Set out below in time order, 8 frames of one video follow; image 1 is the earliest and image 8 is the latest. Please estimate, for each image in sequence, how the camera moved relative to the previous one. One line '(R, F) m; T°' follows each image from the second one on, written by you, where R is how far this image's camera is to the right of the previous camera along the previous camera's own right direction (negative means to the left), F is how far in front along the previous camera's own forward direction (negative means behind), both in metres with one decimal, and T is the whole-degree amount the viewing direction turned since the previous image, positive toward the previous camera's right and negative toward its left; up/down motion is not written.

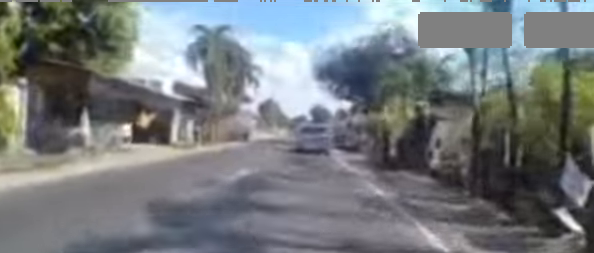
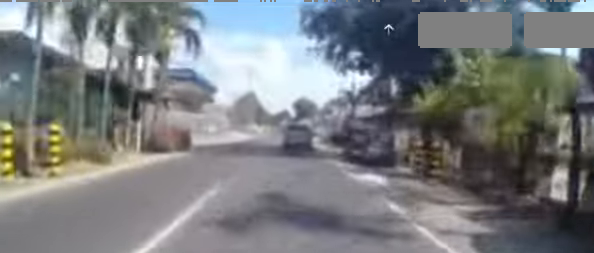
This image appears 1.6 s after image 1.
(-1.0, +11.5) m; -7°
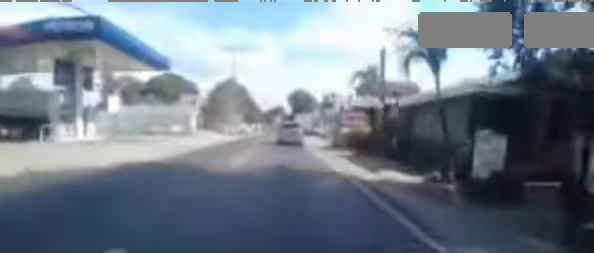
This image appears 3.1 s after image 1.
(+0.8, +11.9) m; +6°
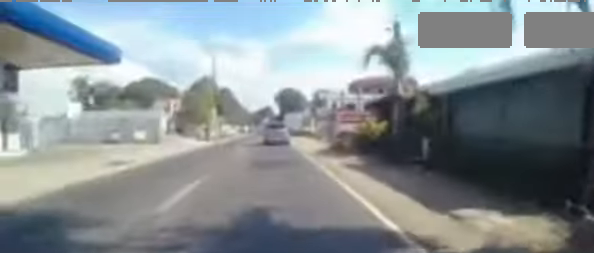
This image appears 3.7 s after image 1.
(-0.2, +5.0) m; -2°
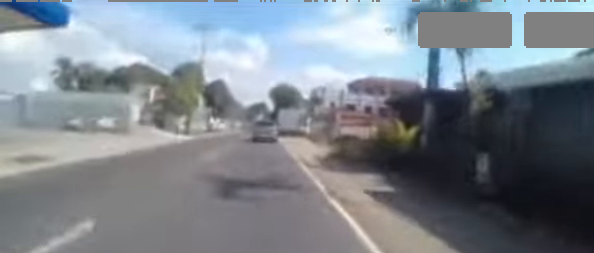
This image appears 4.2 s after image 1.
(-0.1, +4.1) m; -2°
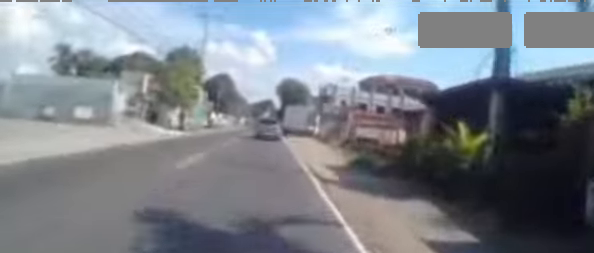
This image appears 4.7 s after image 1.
(0.0, +3.4) m; +2°
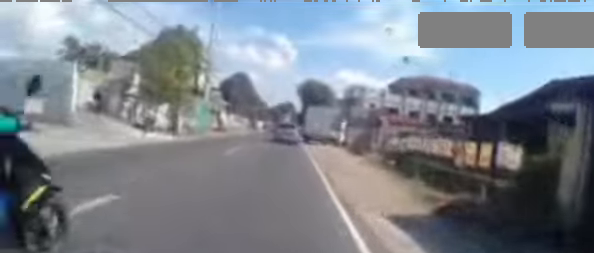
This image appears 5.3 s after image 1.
(-0.1, +5.5) m; +2°
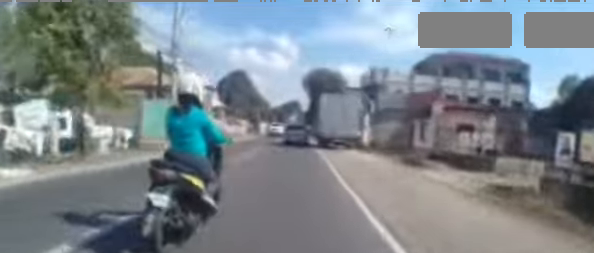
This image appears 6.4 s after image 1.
(+0.2, +9.2) m; -4°
